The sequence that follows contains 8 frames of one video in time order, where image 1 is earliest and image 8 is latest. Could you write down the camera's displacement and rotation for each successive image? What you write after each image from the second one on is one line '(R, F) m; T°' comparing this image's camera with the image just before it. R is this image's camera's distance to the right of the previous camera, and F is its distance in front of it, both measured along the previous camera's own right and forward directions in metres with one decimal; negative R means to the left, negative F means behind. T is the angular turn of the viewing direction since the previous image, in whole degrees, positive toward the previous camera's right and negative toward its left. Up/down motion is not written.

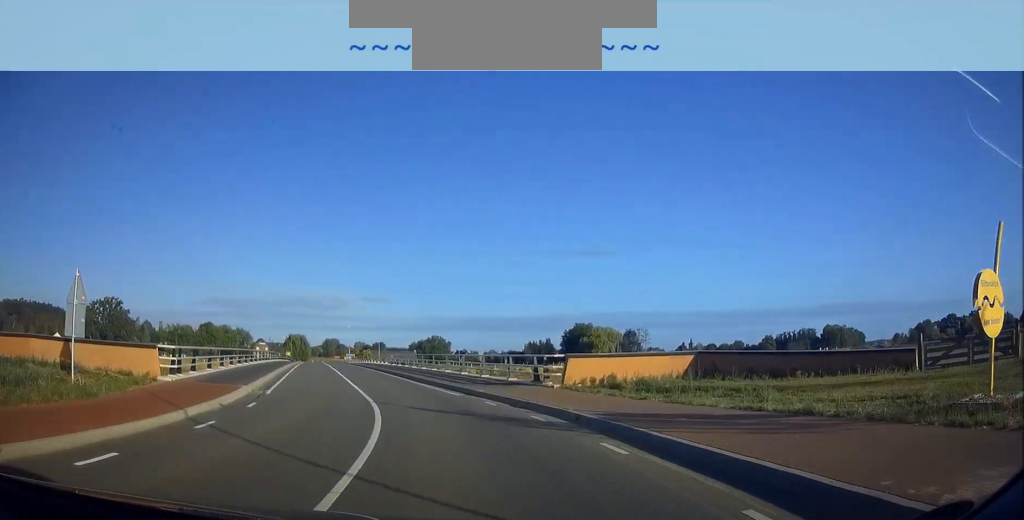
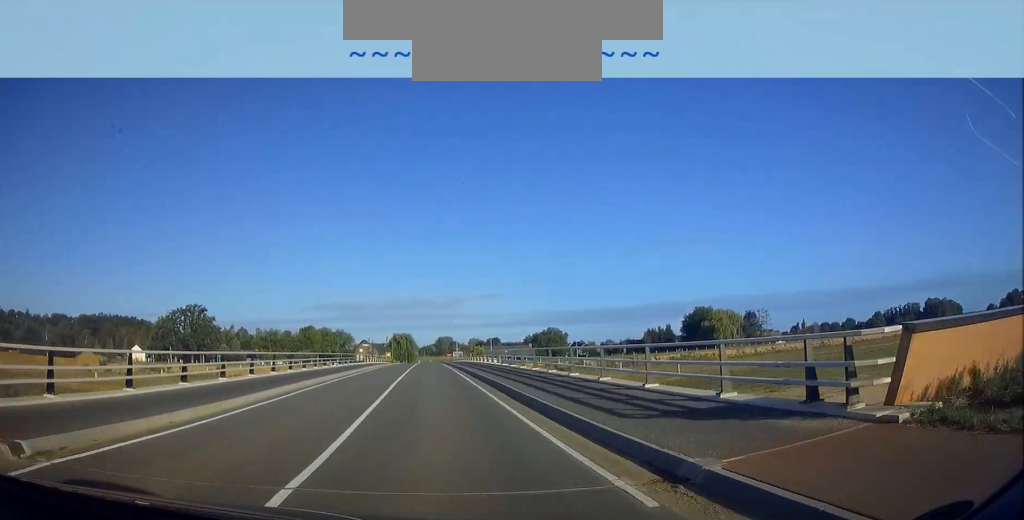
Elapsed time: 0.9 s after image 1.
(-2.0, +14.9) m; -5°
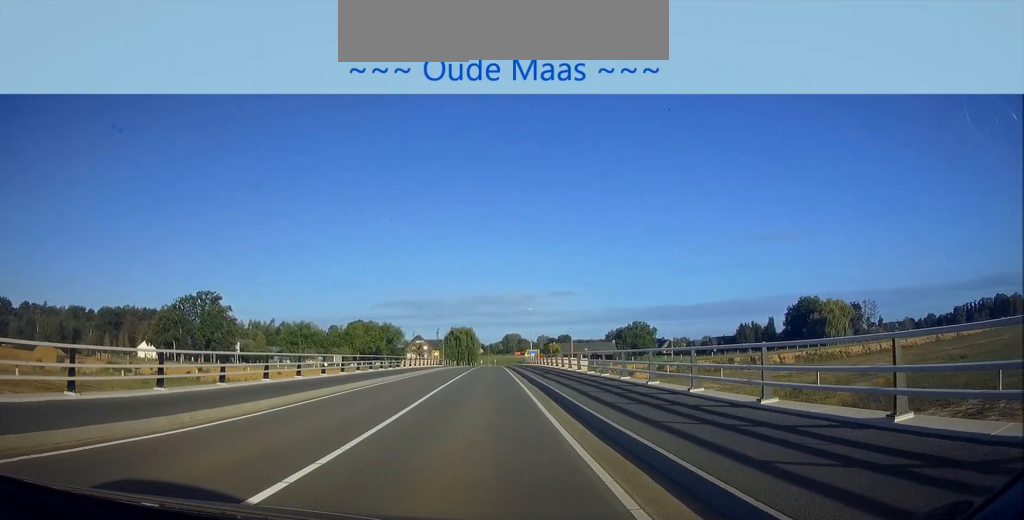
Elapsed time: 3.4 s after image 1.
(-3.2, +40.6) m; -5°
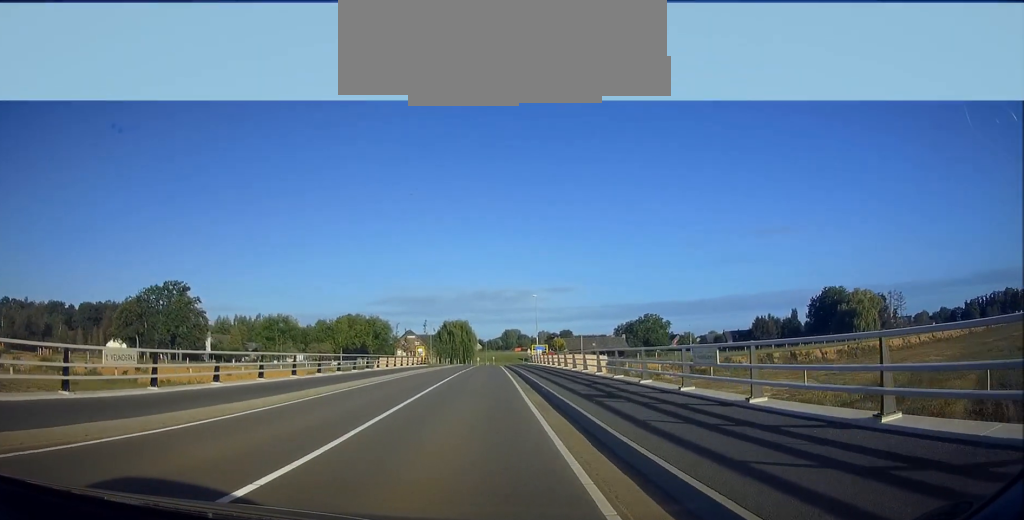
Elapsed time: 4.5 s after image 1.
(-0.1, +18.9) m; 0°
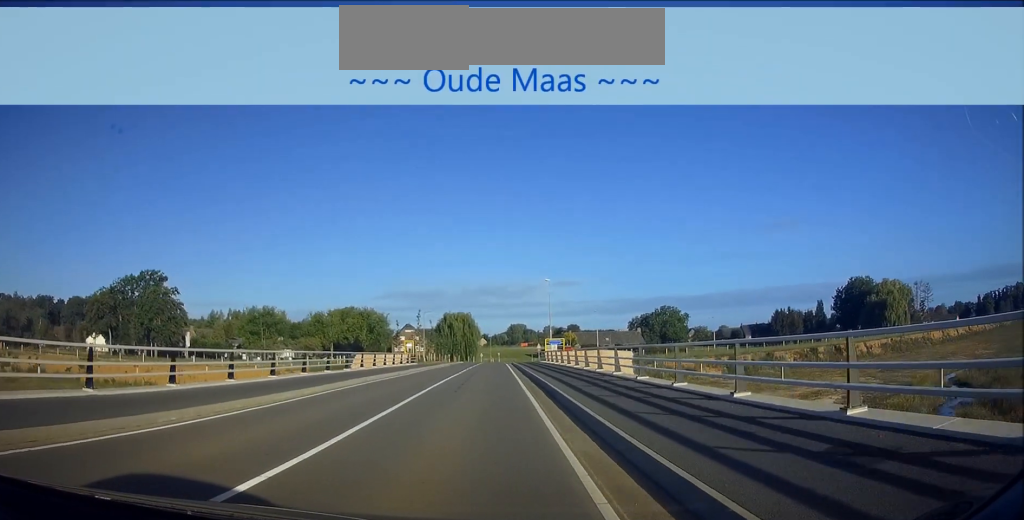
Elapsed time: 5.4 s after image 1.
(+0.1, +14.5) m; 0°
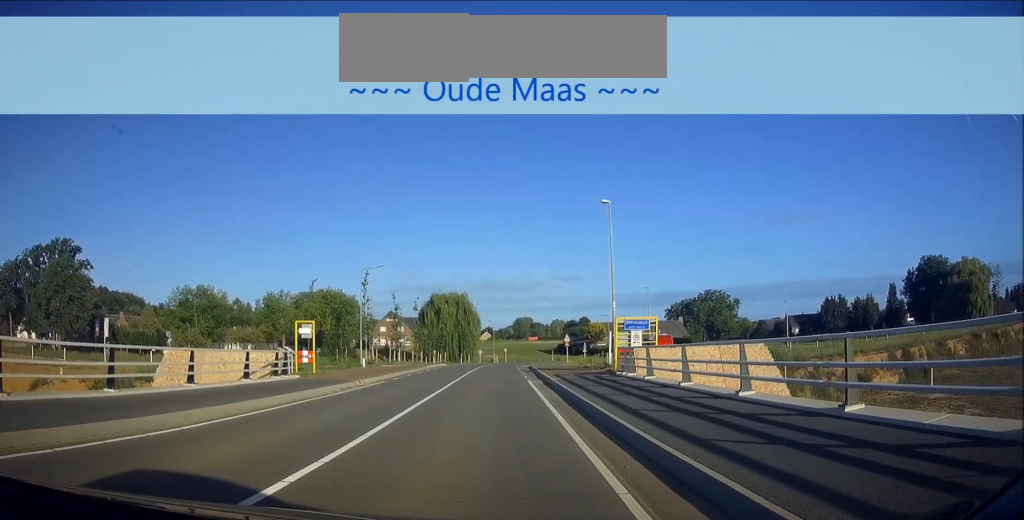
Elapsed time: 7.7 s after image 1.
(-0.3, +37.6) m; 0°
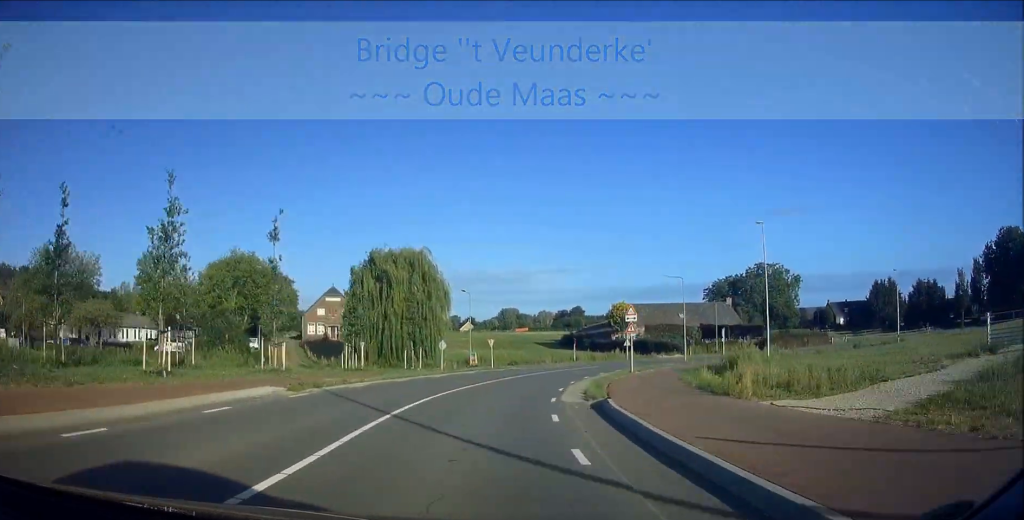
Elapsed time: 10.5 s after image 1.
(+1.6, +40.6) m; +10°
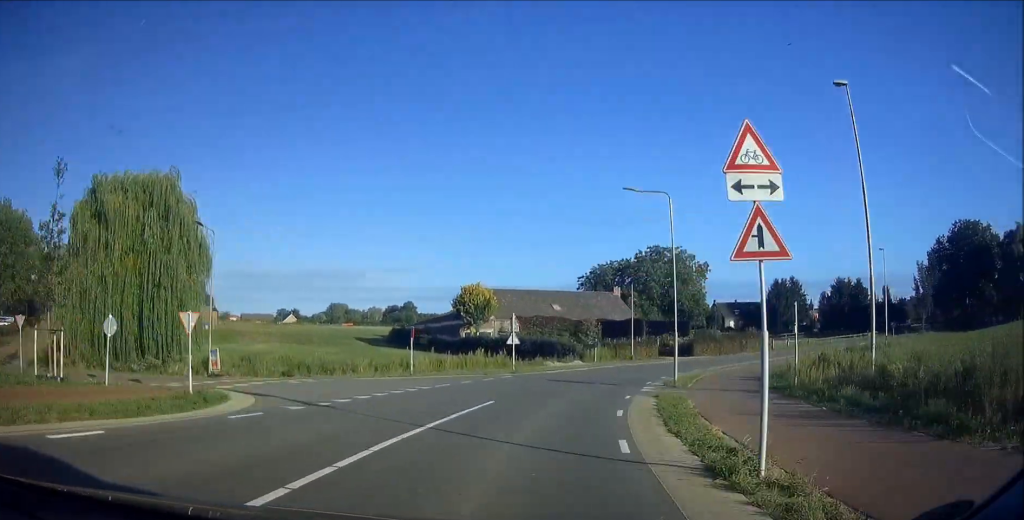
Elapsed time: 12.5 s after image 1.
(+3.2, +28.0) m; +18°
